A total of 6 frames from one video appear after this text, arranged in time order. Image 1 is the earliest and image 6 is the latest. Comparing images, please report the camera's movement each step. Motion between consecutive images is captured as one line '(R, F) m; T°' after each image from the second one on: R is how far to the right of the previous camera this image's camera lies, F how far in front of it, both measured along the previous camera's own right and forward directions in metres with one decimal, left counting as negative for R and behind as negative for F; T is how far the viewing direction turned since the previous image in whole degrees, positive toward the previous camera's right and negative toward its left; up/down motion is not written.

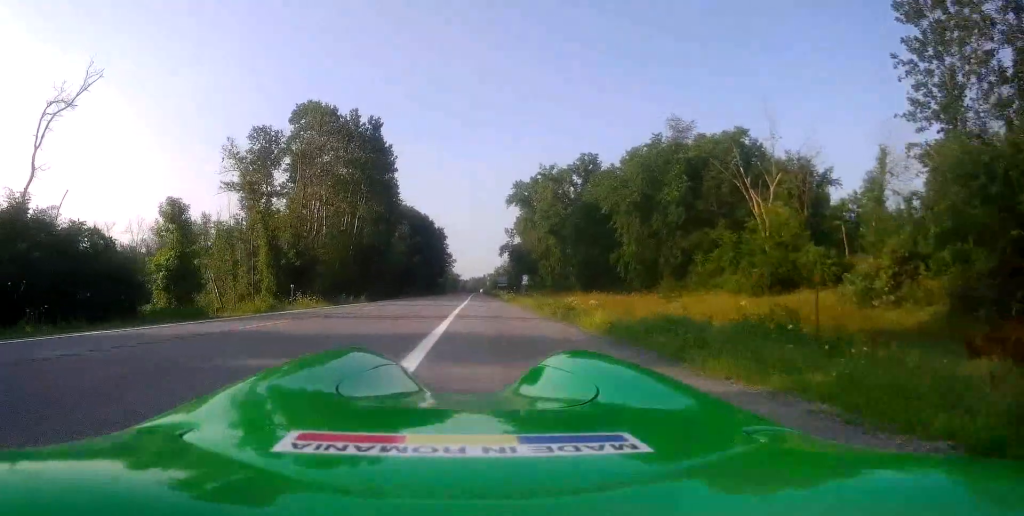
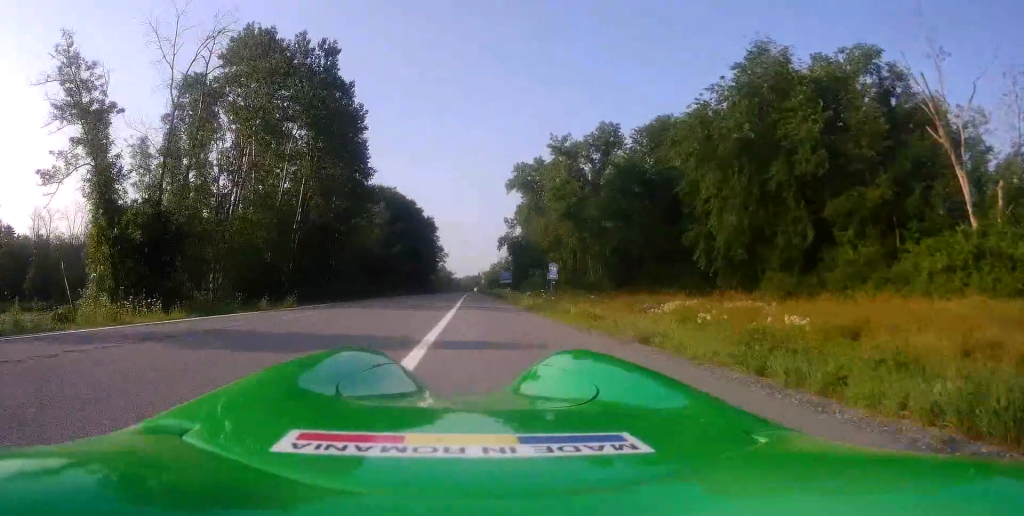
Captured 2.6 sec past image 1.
(+0.5, +21.2) m; -1°
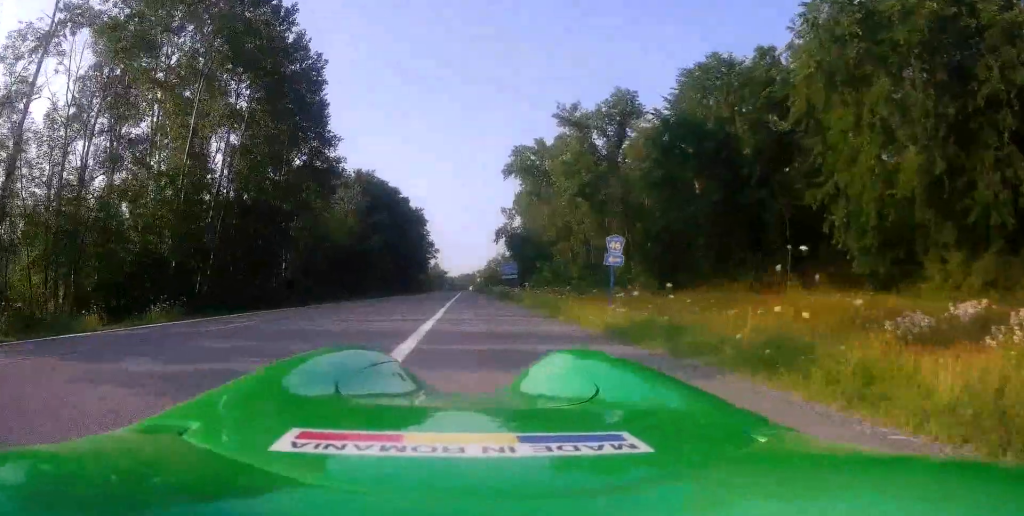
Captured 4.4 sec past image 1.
(-0.7, +15.6) m; -2°
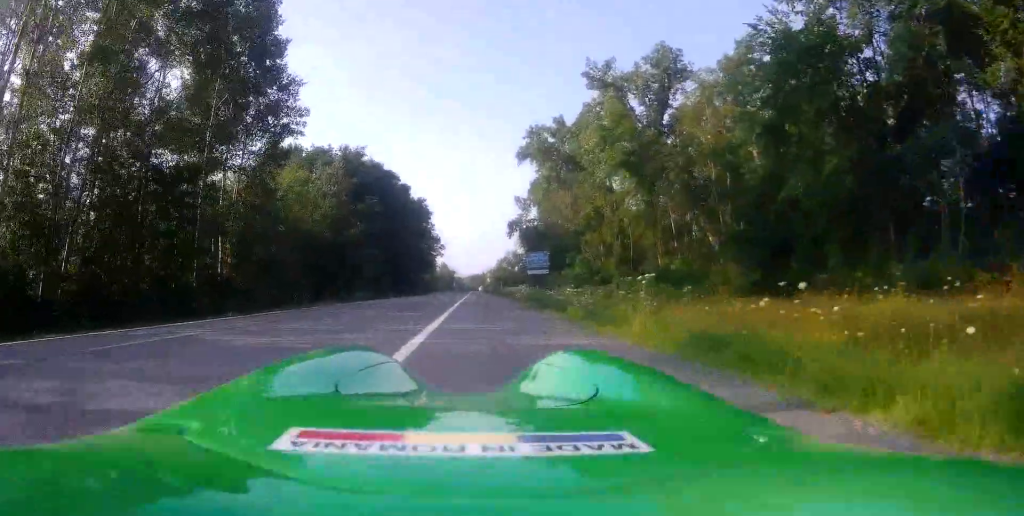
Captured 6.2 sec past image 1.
(0.0, +16.2) m; +2°
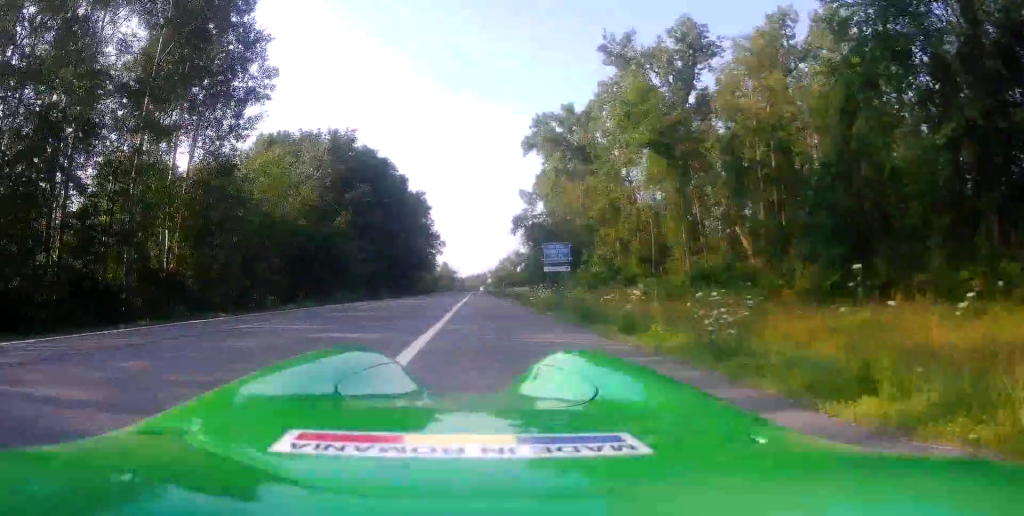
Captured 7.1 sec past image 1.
(+0.3, +7.4) m; +1°
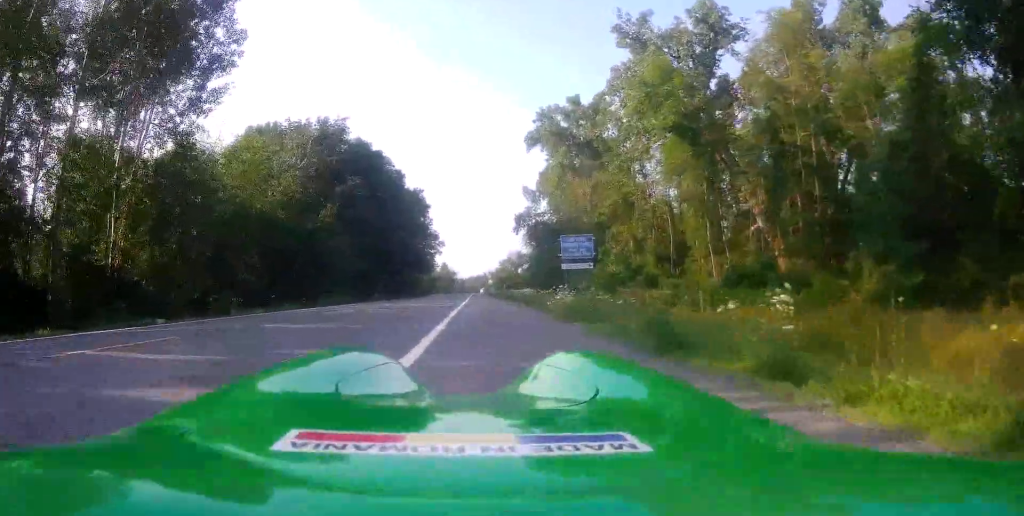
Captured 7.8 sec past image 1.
(0.0, +5.2) m; -1°
